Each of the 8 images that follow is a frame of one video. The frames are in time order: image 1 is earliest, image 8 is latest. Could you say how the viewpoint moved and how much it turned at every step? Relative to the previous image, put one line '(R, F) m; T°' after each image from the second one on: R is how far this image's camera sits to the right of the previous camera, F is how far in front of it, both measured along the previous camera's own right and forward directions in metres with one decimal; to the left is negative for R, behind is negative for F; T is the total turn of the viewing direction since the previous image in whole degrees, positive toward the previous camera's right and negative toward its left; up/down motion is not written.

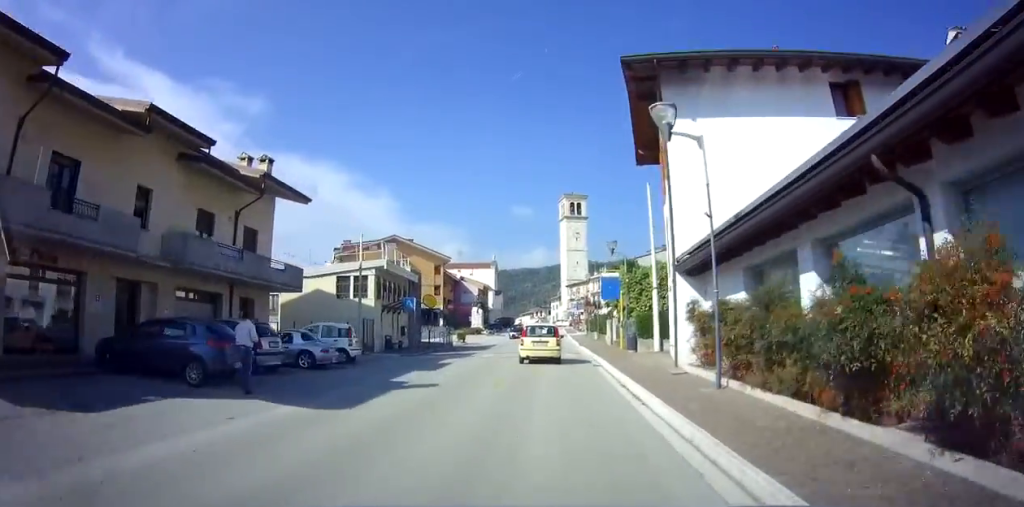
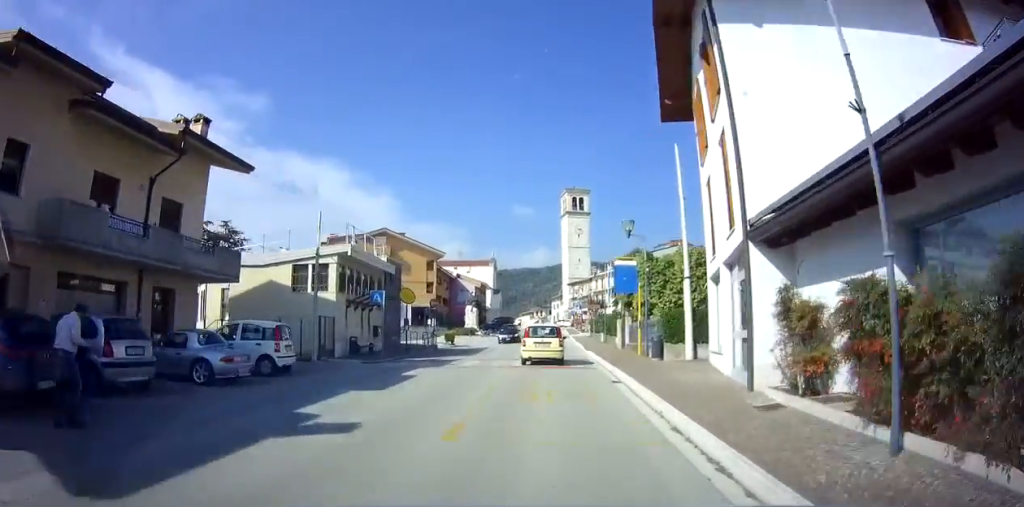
(0.0, +5.8) m; 0°
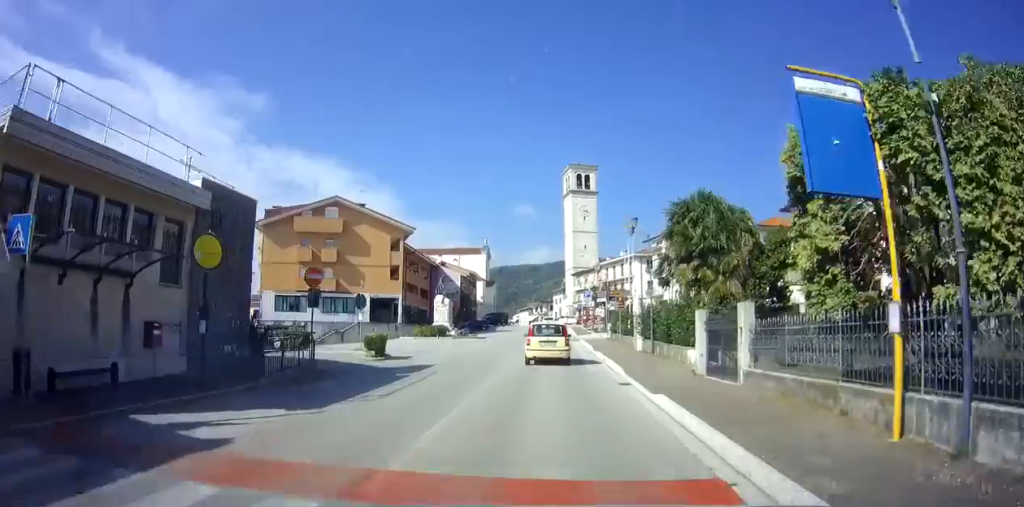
(+0.1, +18.8) m; 0°
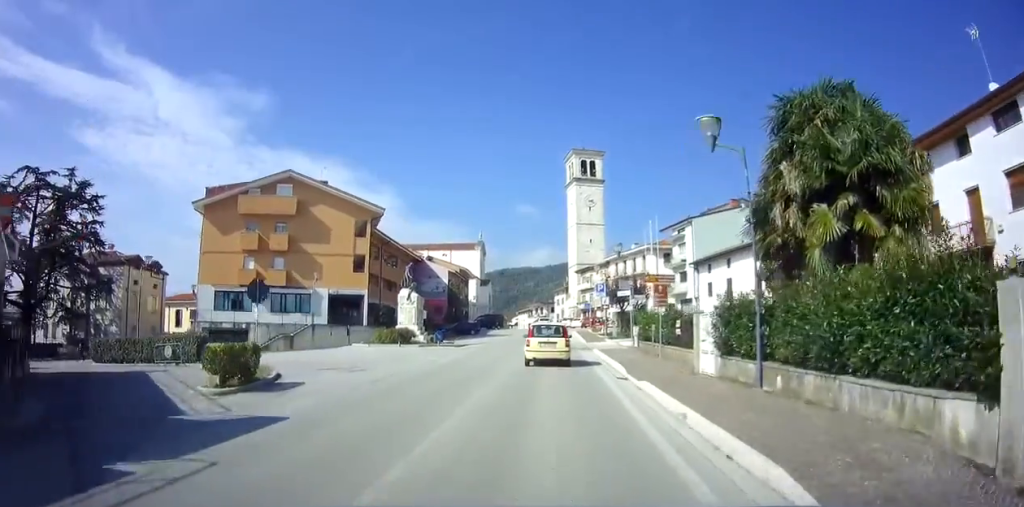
(0.0, +12.4) m; 0°
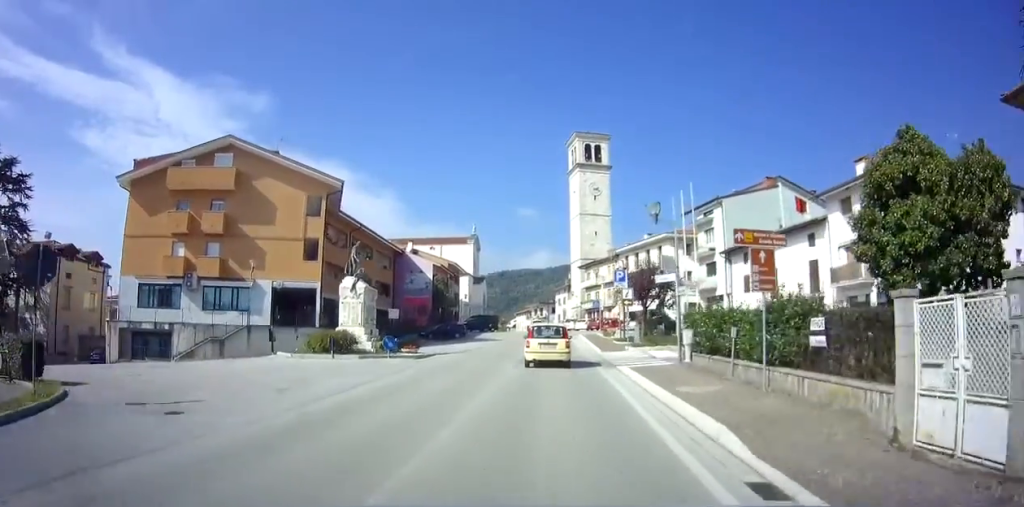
(0.0, +10.6) m; -1°
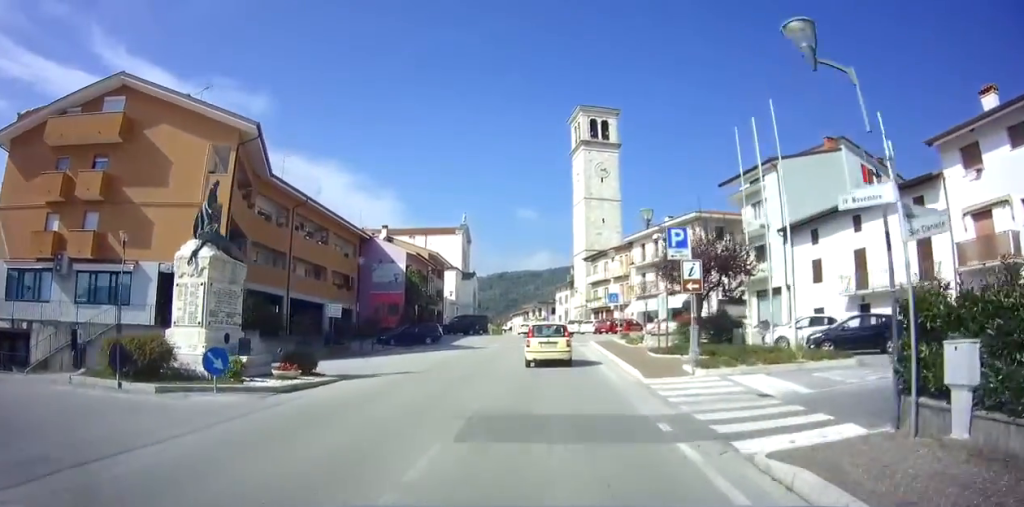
(-0.3, +13.0) m; -3°
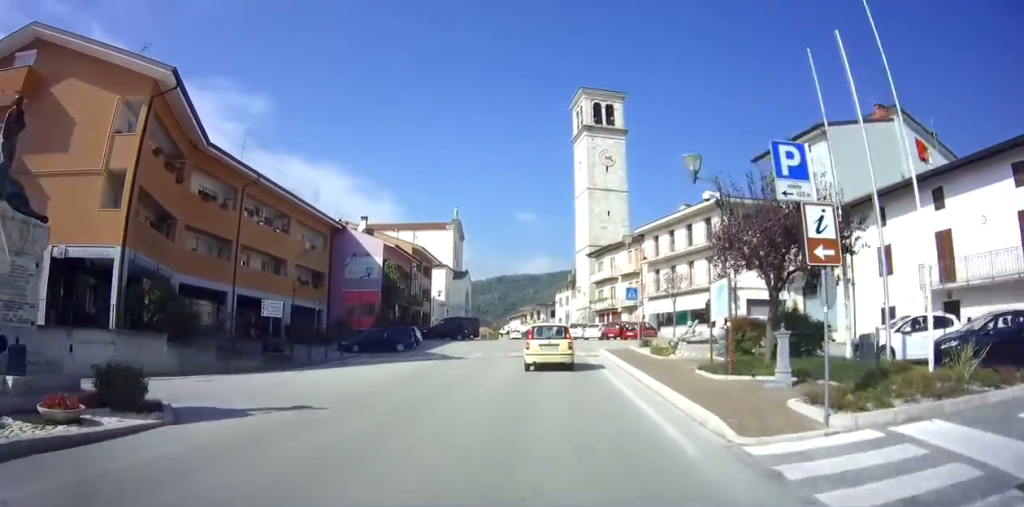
(0.0, +7.9) m; 0°
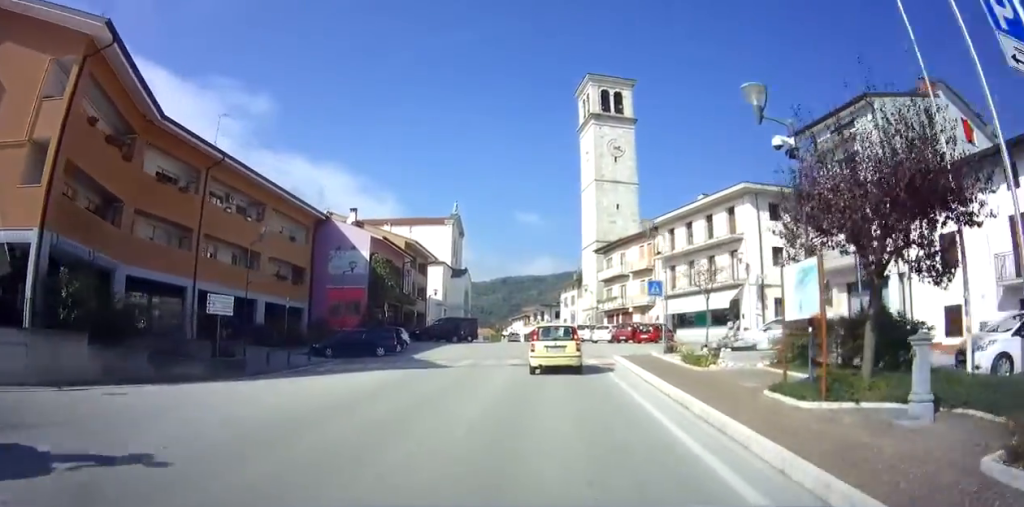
(0.0, +4.8) m; 0°
